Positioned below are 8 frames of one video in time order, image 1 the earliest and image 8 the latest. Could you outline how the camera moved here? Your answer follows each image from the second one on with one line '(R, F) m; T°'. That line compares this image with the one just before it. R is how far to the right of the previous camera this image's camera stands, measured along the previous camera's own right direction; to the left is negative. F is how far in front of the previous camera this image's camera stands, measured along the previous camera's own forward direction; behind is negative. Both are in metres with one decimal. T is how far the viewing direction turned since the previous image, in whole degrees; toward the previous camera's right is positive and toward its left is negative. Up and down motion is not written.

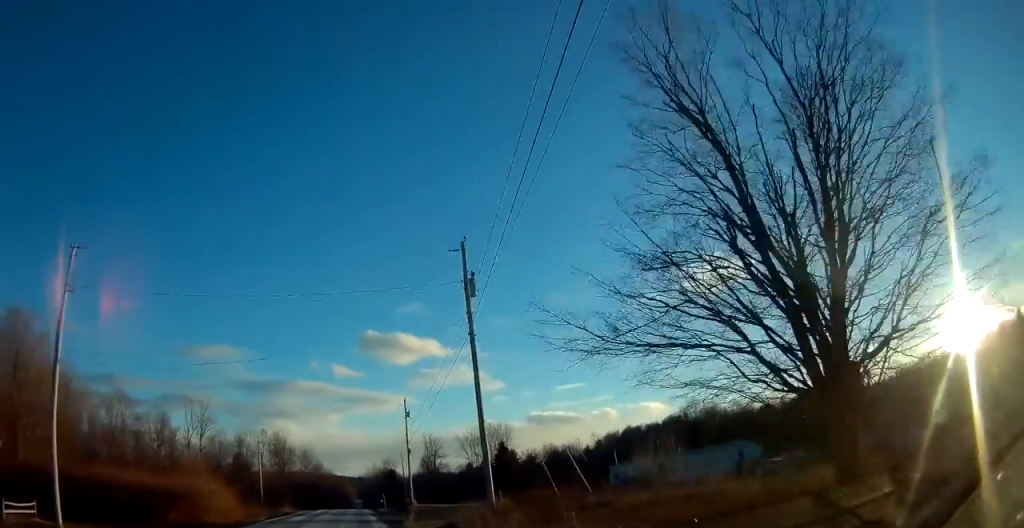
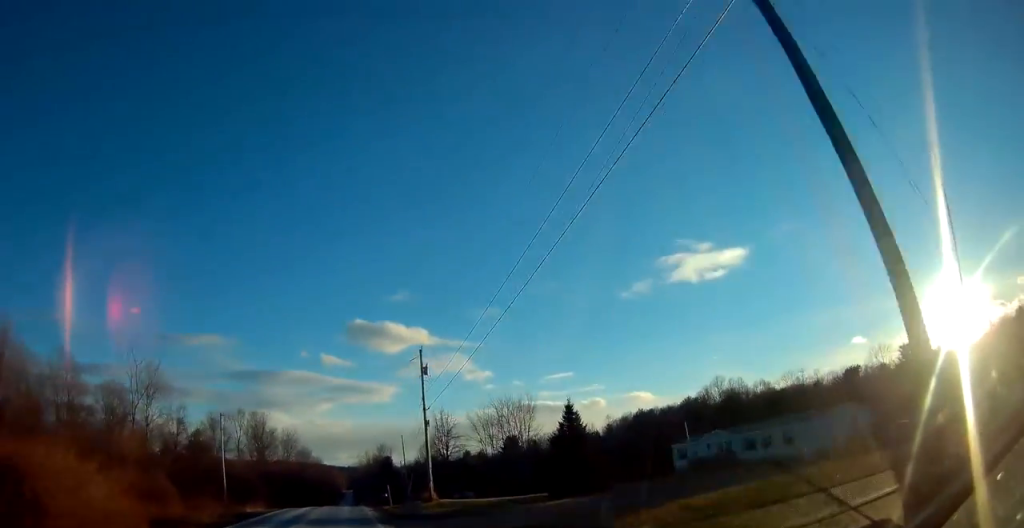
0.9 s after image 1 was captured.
(+0.2, +19.5) m; +1°
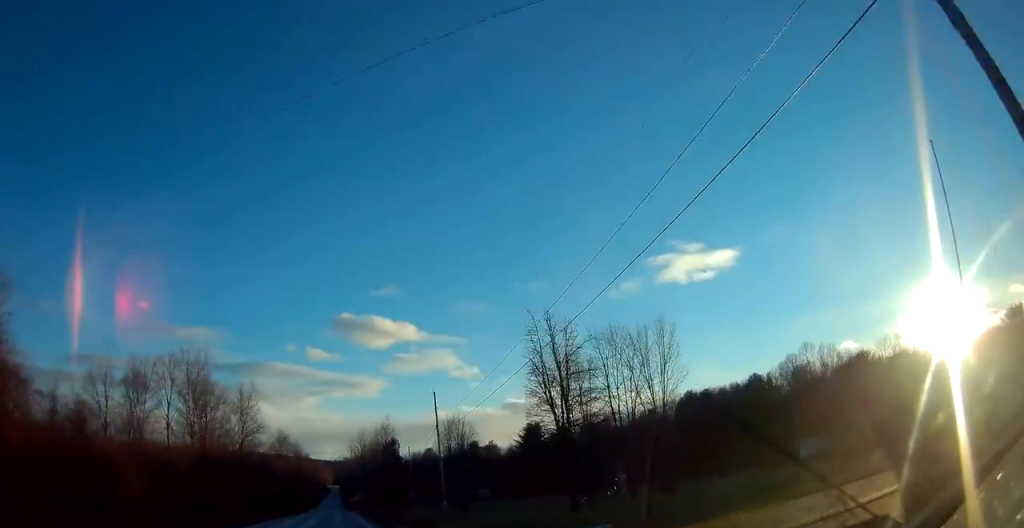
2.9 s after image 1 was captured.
(+0.9, +42.6) m; +2°
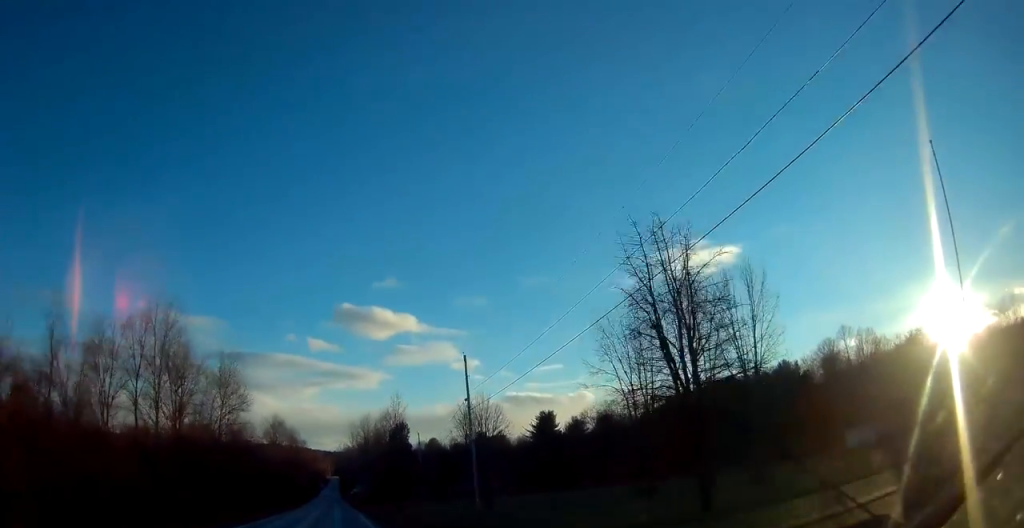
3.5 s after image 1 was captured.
(0.0, +12.7) m; 0°
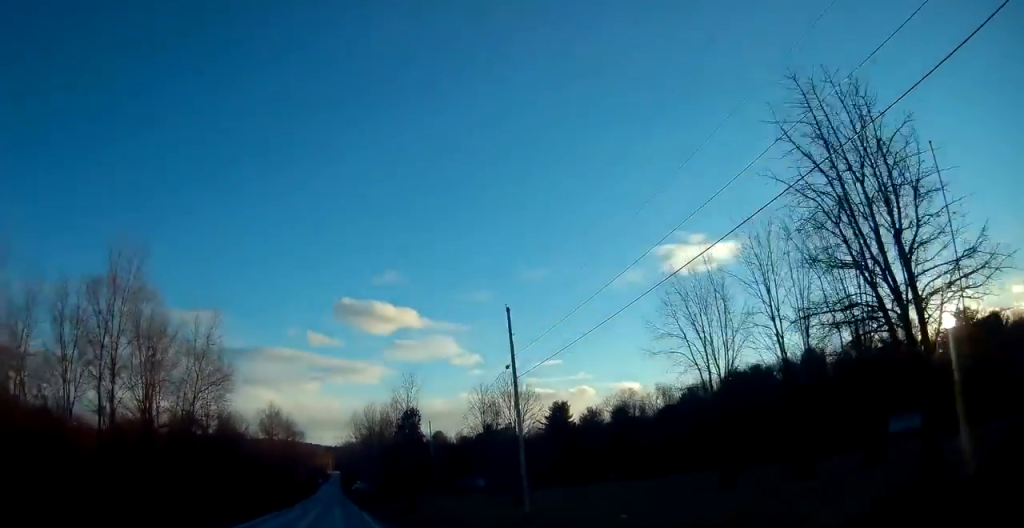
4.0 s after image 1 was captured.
(+0.1, +10.1) m; 0°
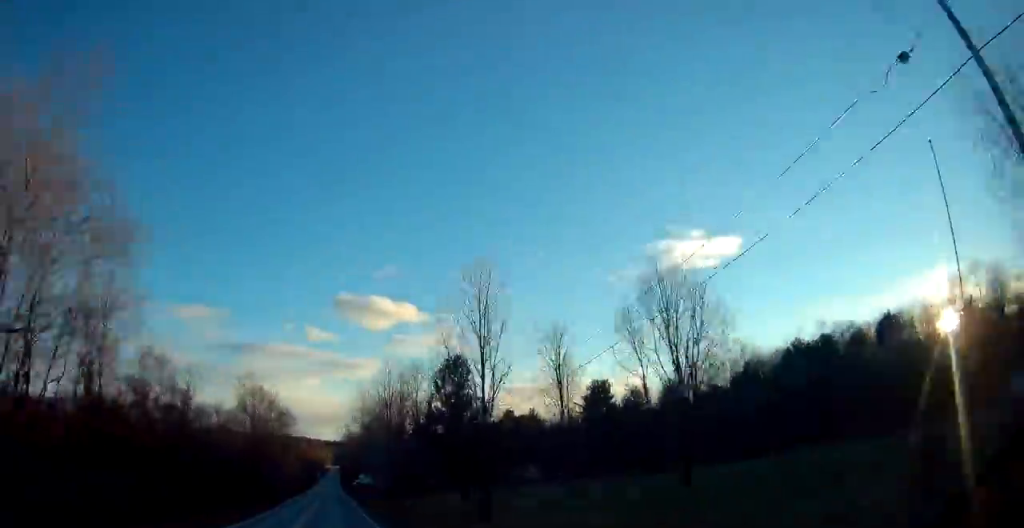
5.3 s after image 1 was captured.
(-0.4, +28.8) m; 0°
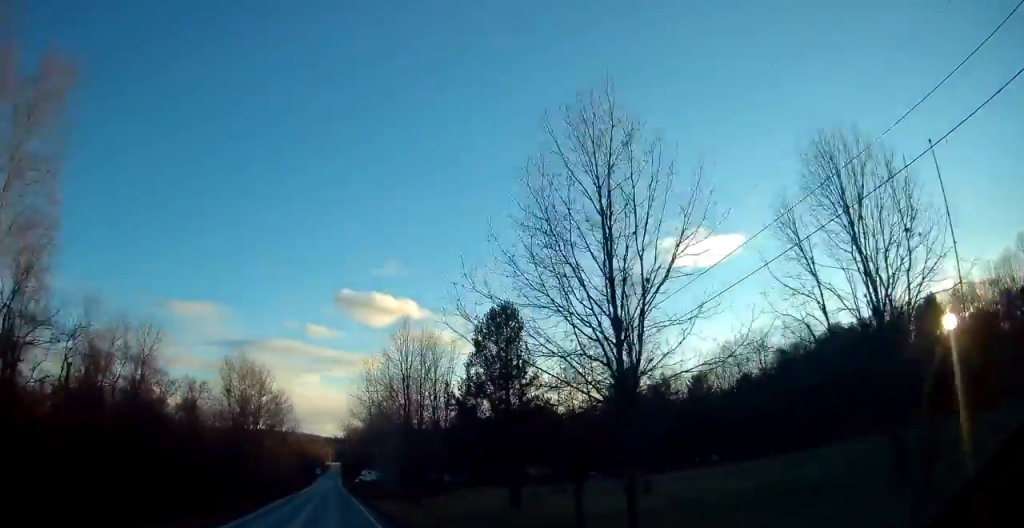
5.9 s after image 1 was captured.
(0.0, +13.5) m; 0°
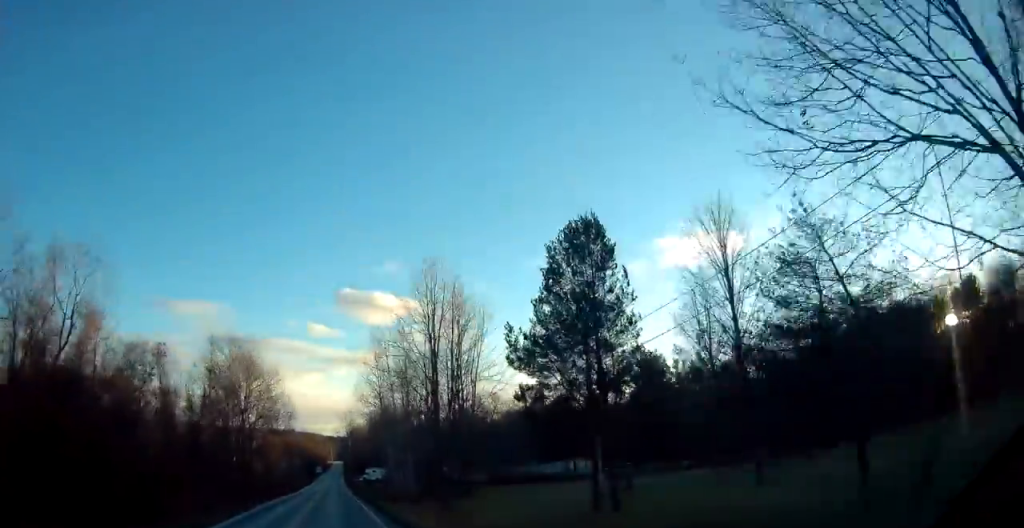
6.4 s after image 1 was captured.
(0.0, +11.8) m; 0°
